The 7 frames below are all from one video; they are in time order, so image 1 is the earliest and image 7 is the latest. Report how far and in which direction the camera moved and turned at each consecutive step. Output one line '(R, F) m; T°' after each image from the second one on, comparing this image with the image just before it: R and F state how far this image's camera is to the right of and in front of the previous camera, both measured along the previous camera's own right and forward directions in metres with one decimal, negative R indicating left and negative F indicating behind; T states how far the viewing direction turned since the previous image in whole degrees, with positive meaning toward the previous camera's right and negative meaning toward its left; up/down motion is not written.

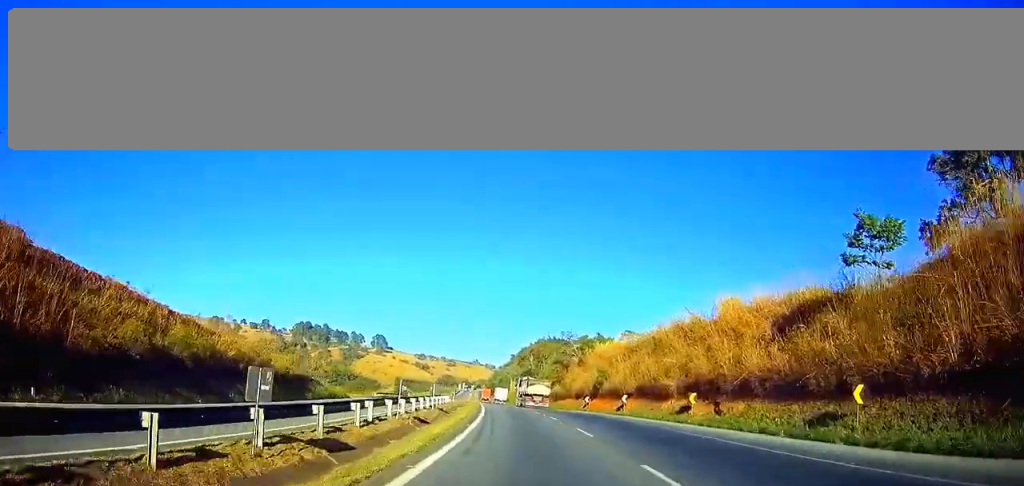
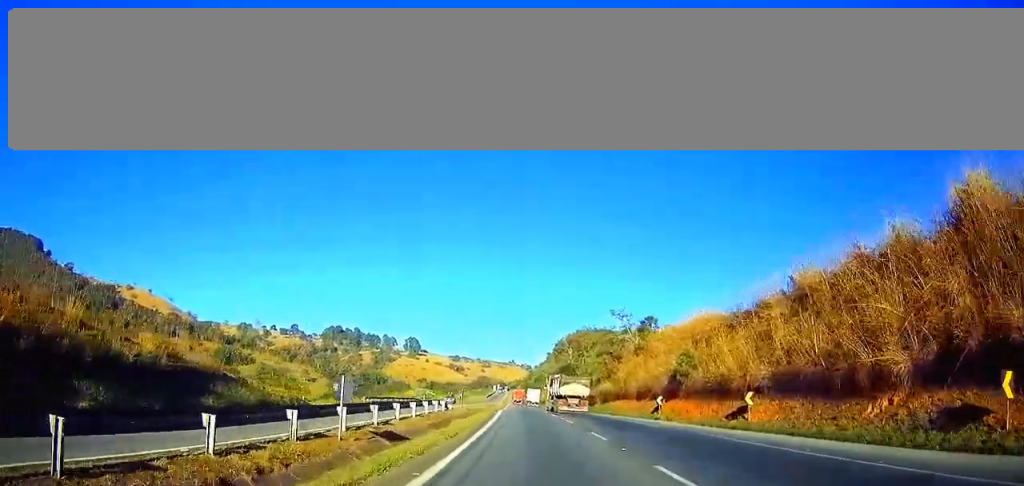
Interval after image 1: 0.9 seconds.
(-0.6, +24.7) m; -2°
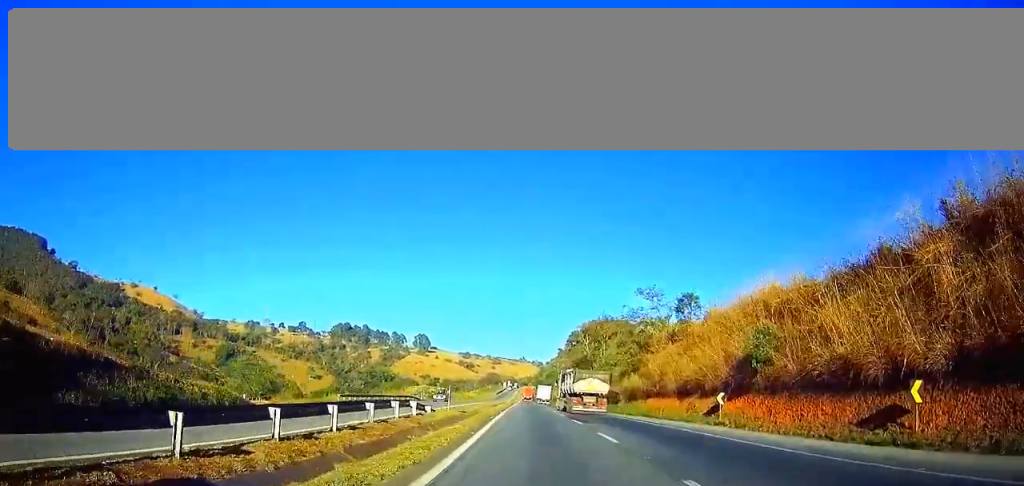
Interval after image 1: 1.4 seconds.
(-0.2, +13.3) m; -1°
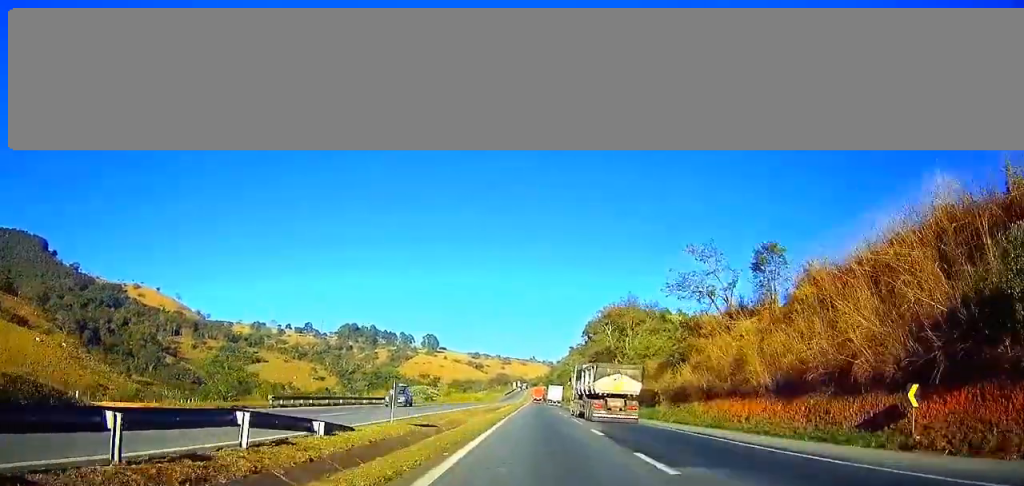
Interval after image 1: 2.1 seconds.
(-0.1, +18.0) m; 0°
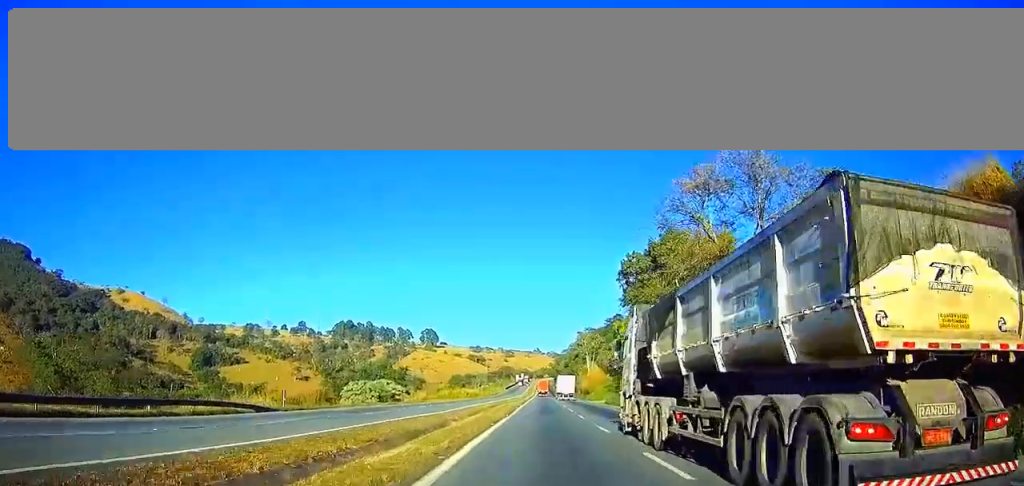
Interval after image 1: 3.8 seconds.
(-0.1, +47.2) m; 0°
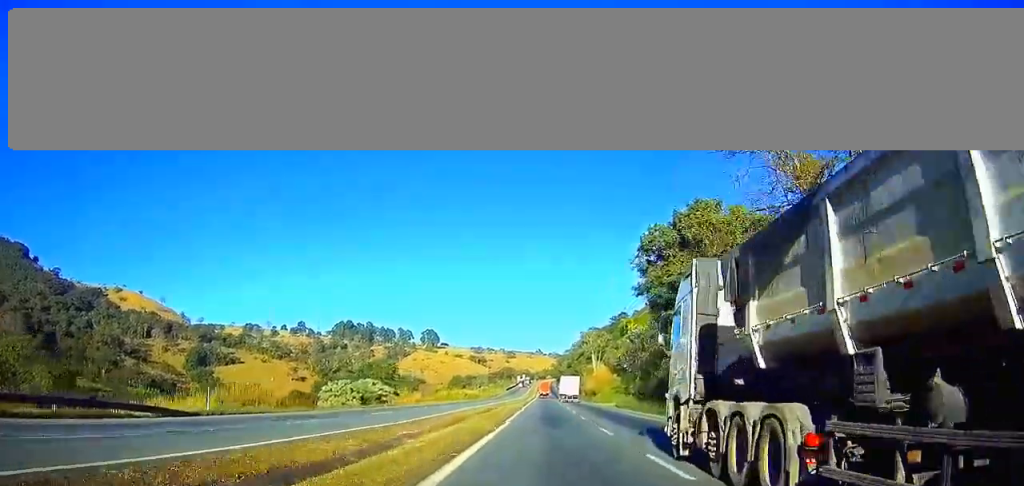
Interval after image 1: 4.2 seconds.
(0.0, +11.0) m; 0°
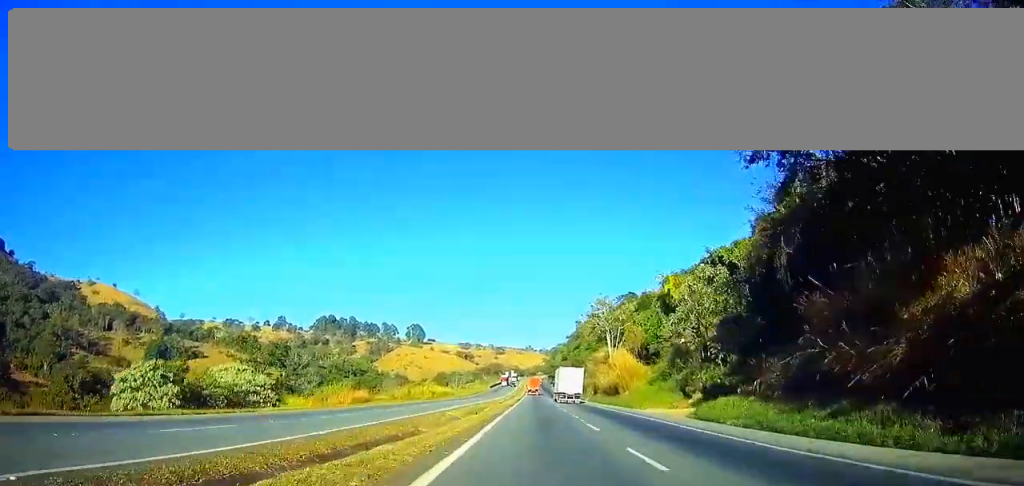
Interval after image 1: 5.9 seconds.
(0.0, +45.5) m; 0°
